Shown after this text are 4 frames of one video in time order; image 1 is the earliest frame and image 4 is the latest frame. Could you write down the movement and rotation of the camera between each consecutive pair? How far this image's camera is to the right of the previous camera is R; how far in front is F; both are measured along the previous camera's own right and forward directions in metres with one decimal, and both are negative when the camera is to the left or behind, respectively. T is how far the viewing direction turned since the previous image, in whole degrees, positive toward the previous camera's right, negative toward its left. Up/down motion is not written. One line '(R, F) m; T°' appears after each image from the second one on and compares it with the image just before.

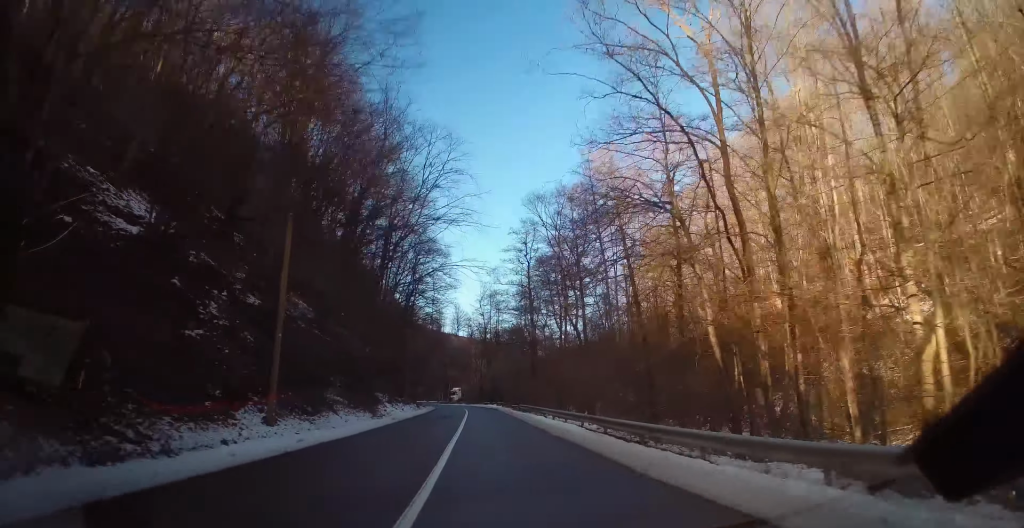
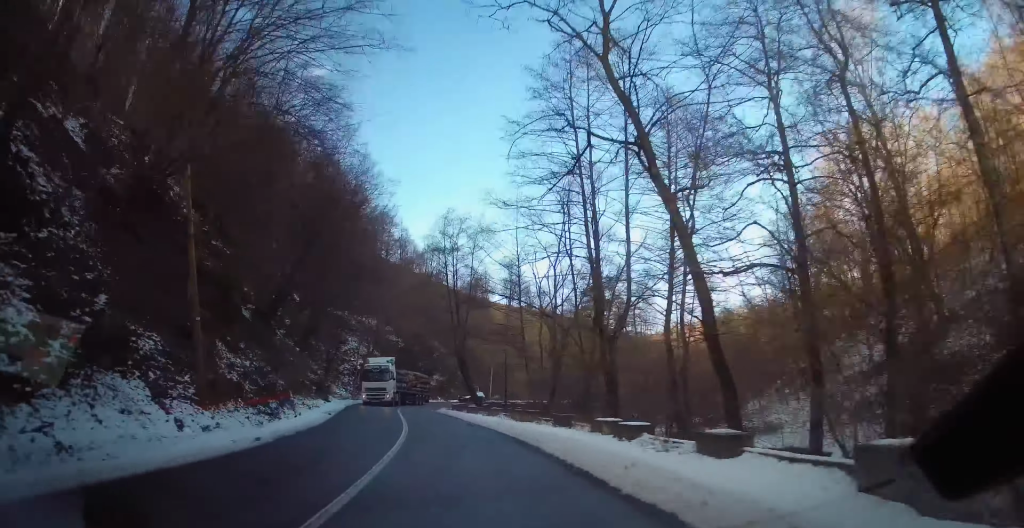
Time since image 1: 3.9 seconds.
(-2.6, +64.6) m; -7°
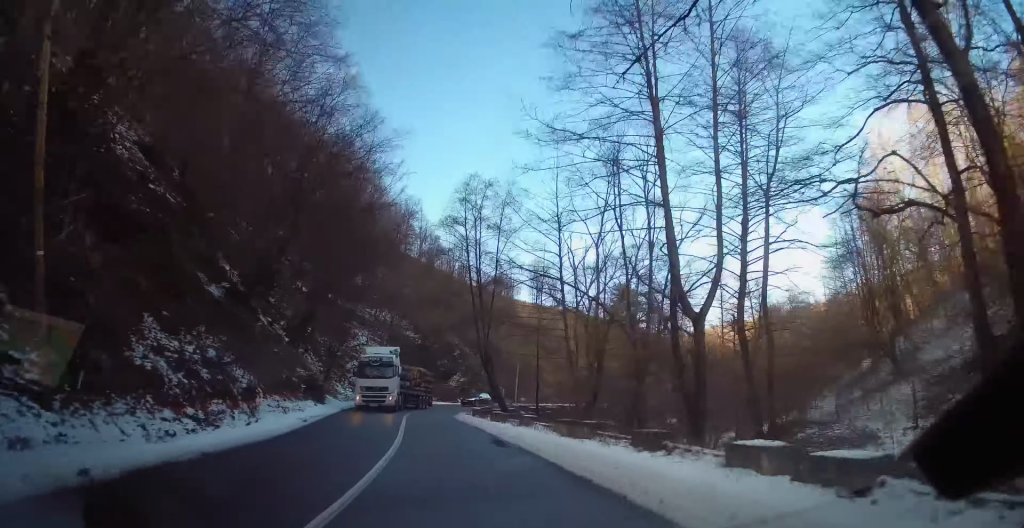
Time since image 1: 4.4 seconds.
(-0.3, +6.7) m; -2°
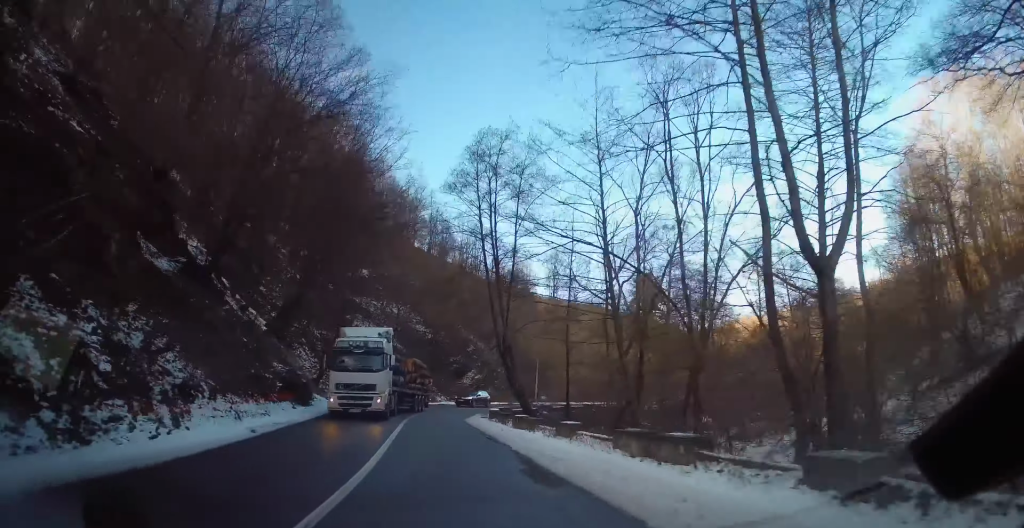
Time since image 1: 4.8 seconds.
(-0.1, +6.2) m; -2°
